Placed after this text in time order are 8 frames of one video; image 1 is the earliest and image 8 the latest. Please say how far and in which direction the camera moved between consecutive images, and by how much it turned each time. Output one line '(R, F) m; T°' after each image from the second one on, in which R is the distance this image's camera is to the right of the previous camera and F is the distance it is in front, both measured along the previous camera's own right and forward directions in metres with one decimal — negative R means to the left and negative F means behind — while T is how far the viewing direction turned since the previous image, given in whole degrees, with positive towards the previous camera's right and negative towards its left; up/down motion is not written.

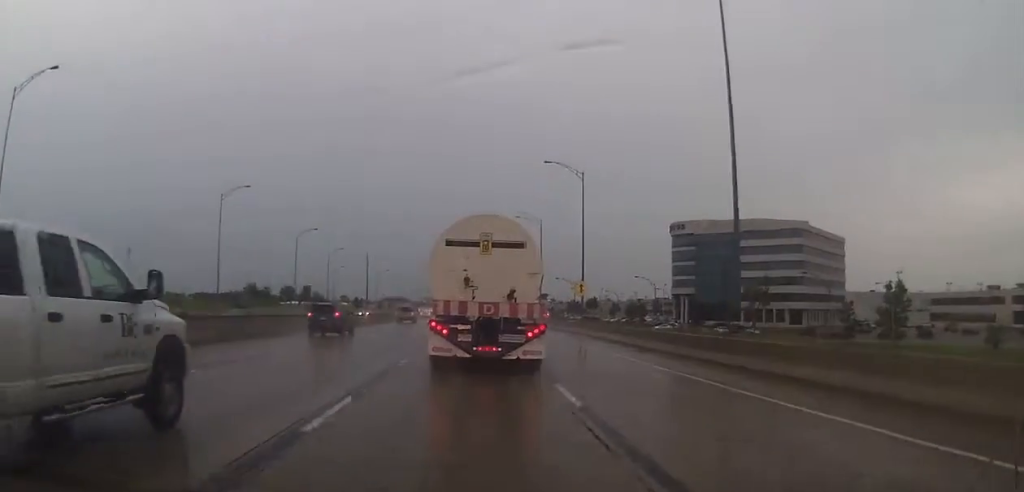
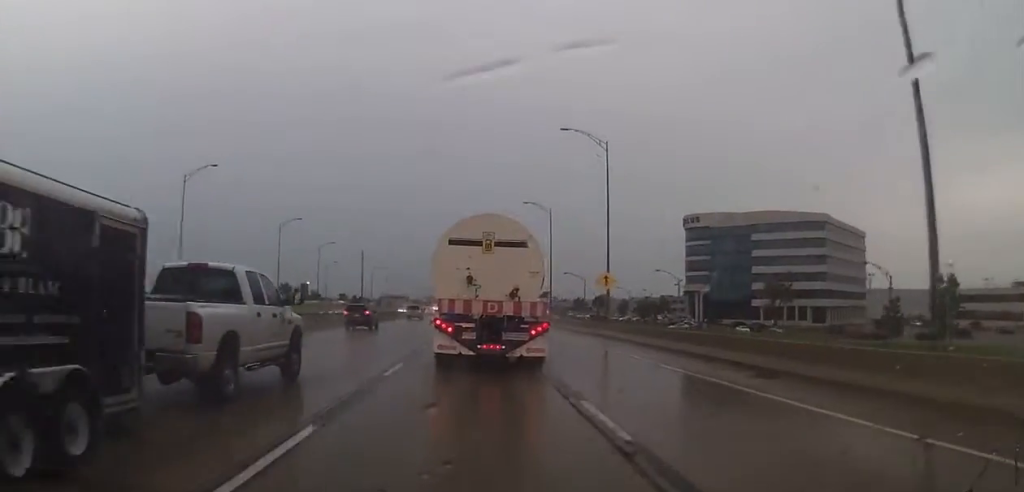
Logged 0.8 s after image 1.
(0.0, +11.8) m; +1°
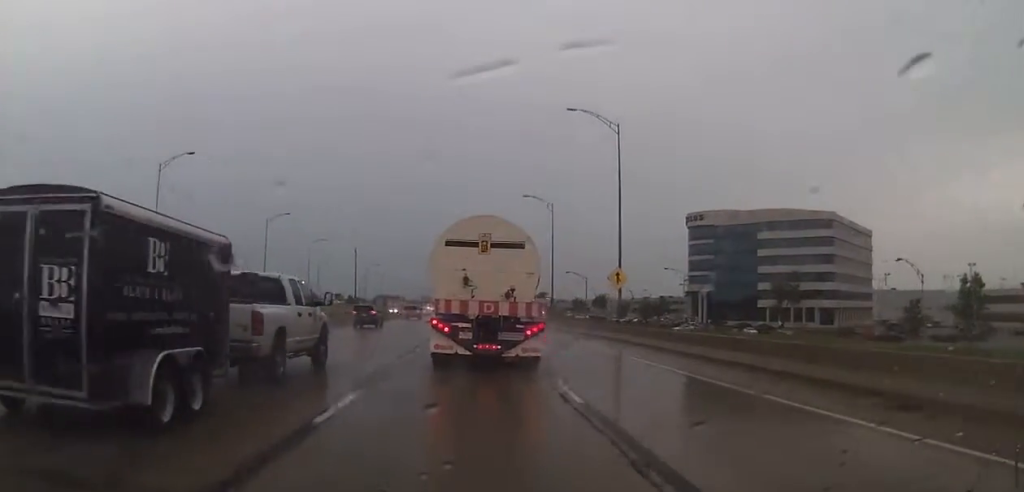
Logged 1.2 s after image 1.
(+0.1, +5.7) m; 0°
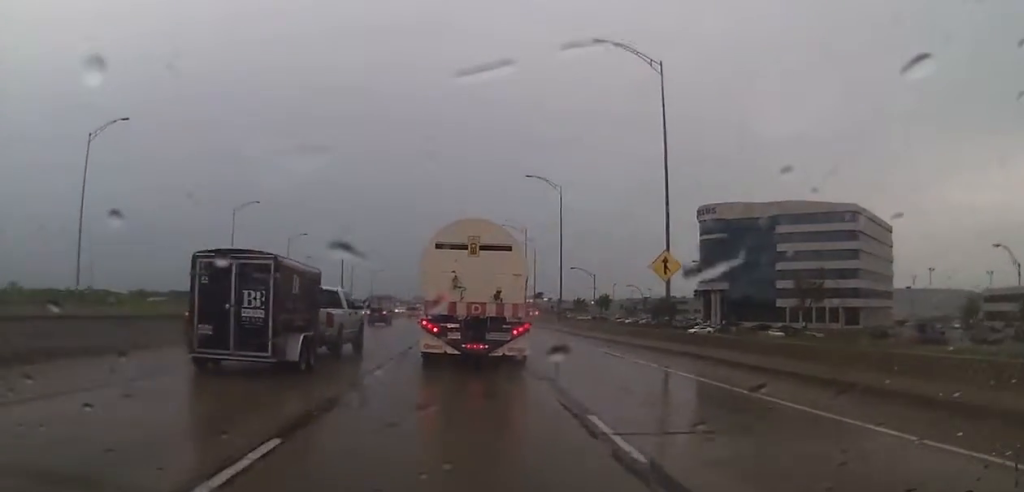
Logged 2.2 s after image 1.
(+0.2, +13.5) m; +1°
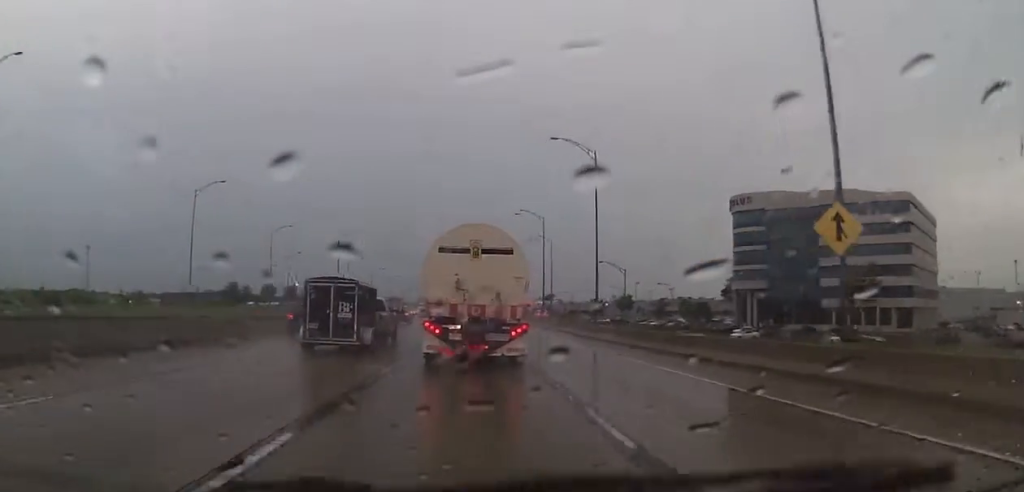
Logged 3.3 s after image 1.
(0.0, +17.2) m; 0°
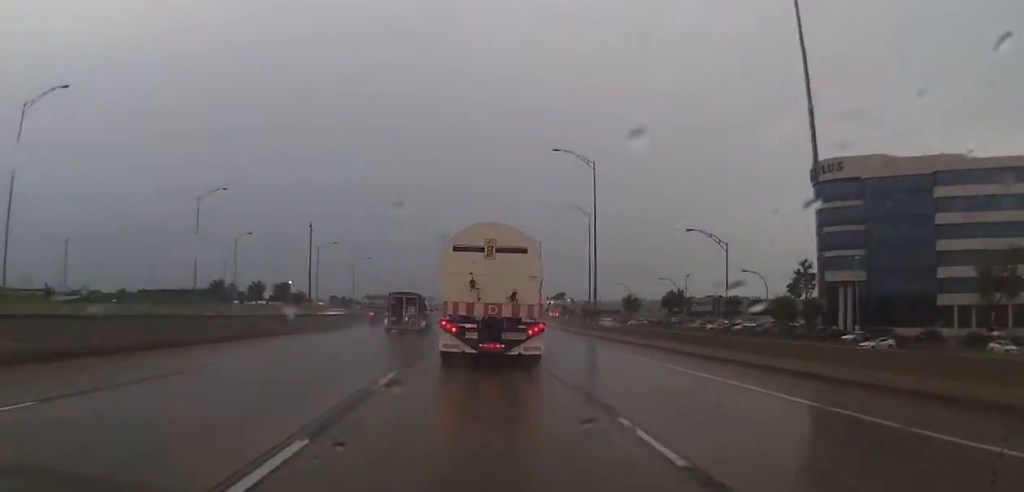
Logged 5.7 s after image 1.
(-1.1, +36.5) m; -2°
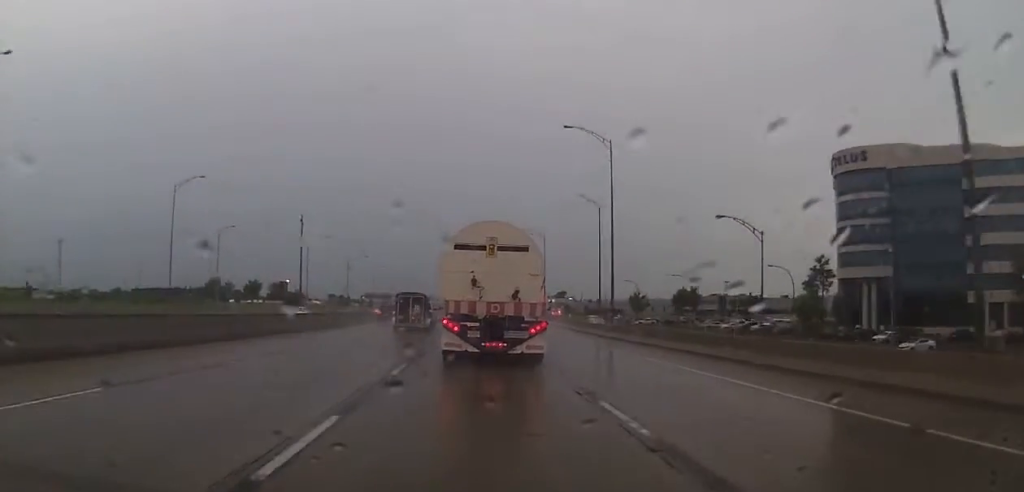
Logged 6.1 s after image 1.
(+0.1, +7.5) m; 0°
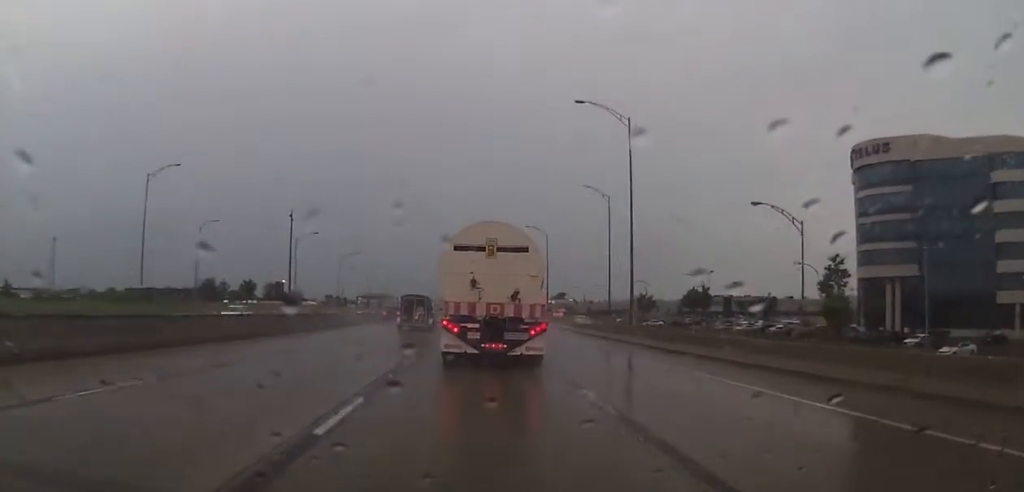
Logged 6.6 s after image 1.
(+0.2, +7.0) m; 0°
